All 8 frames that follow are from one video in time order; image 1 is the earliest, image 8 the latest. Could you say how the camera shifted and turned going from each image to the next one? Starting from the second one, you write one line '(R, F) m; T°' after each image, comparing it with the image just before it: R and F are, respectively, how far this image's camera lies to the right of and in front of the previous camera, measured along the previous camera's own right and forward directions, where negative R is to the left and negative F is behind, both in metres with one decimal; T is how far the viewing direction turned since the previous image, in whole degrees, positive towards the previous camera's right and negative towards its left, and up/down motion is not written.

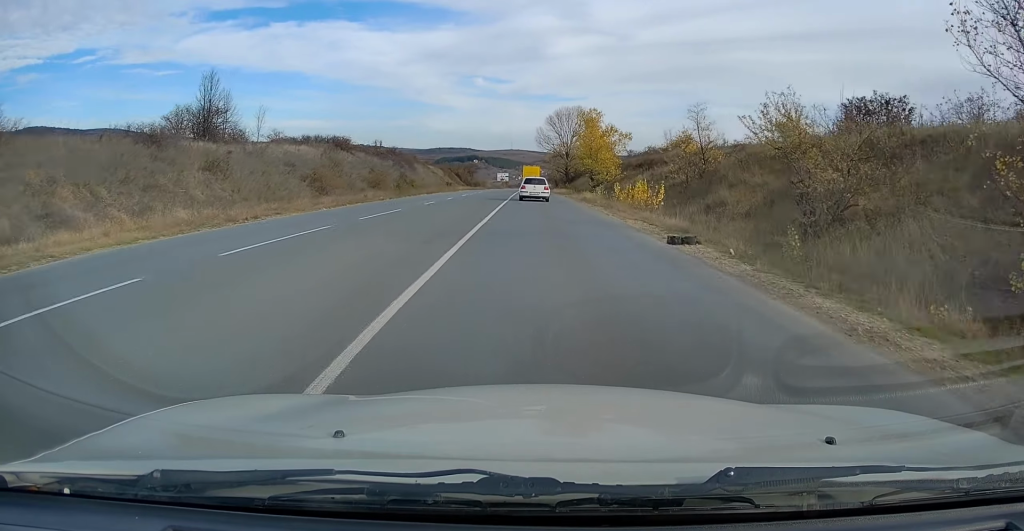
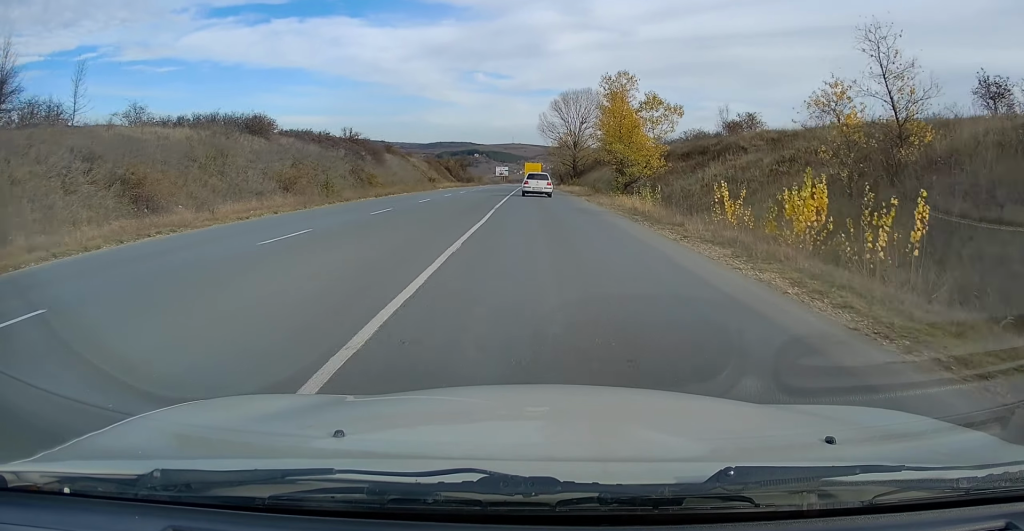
(-0.1, +17.3) m; -1°
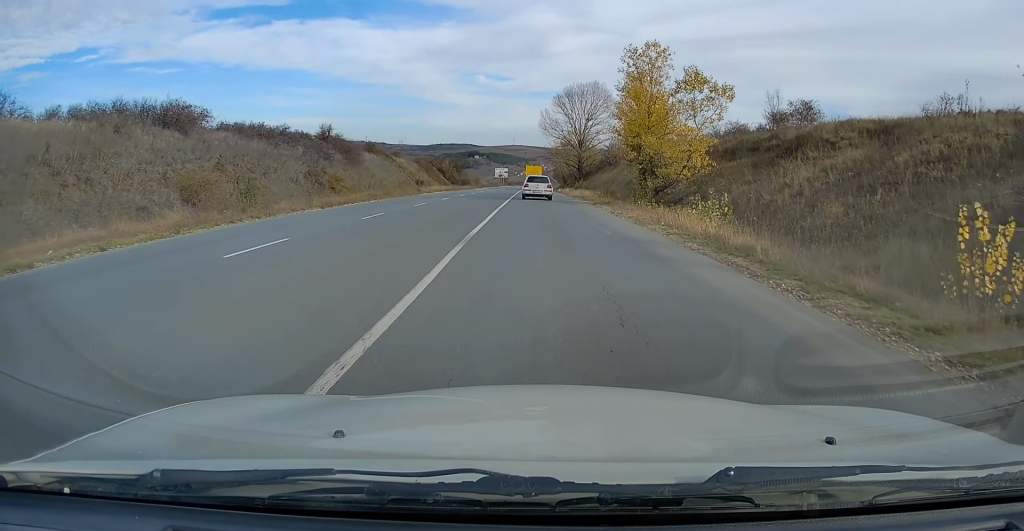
(0.0, +9.0) m; 0°
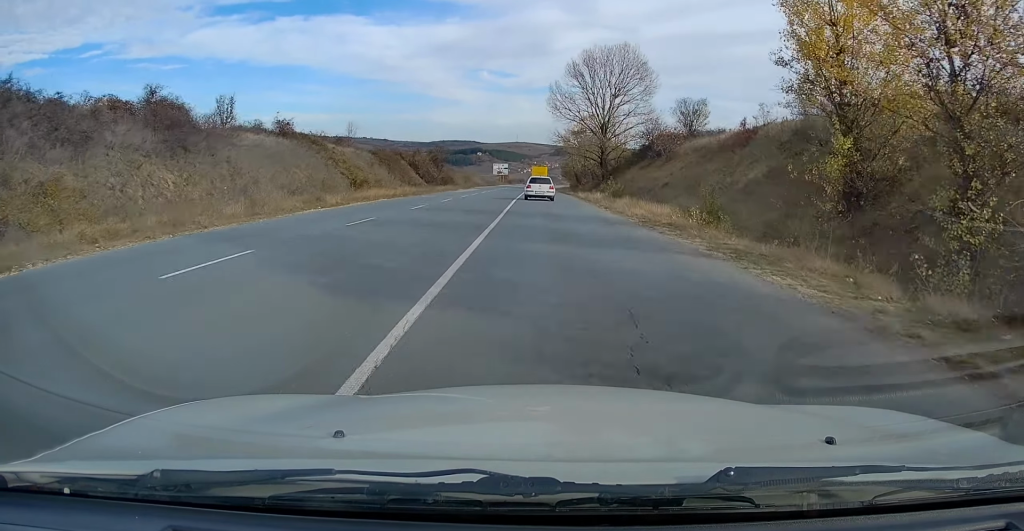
(-0.2, +30.0) m; -1°
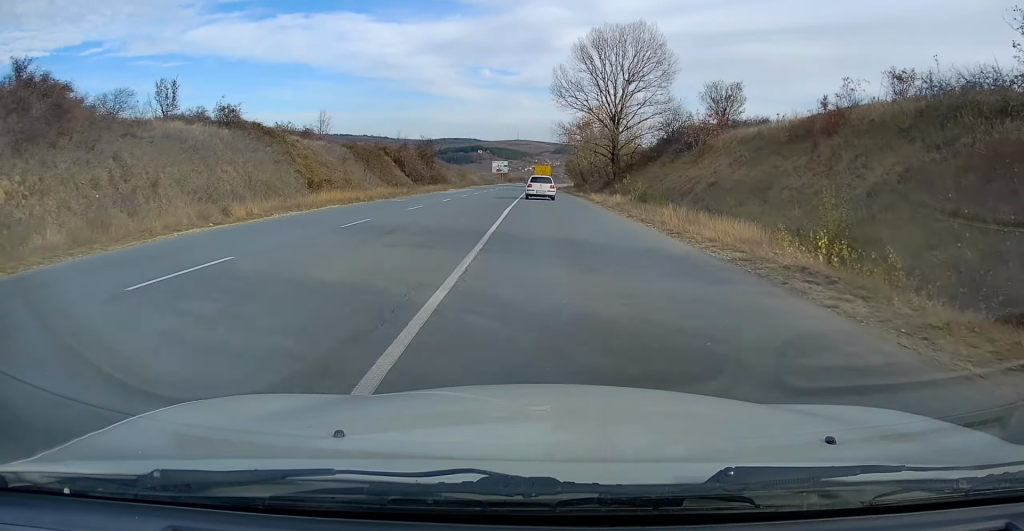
(0.0, +11.5) m; 0°
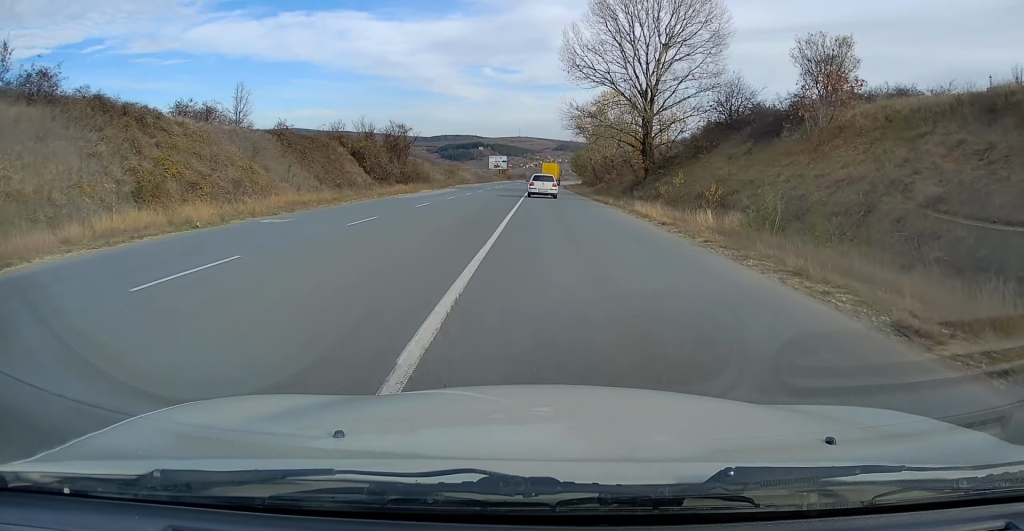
(-0.2, +19.9) m; 0°
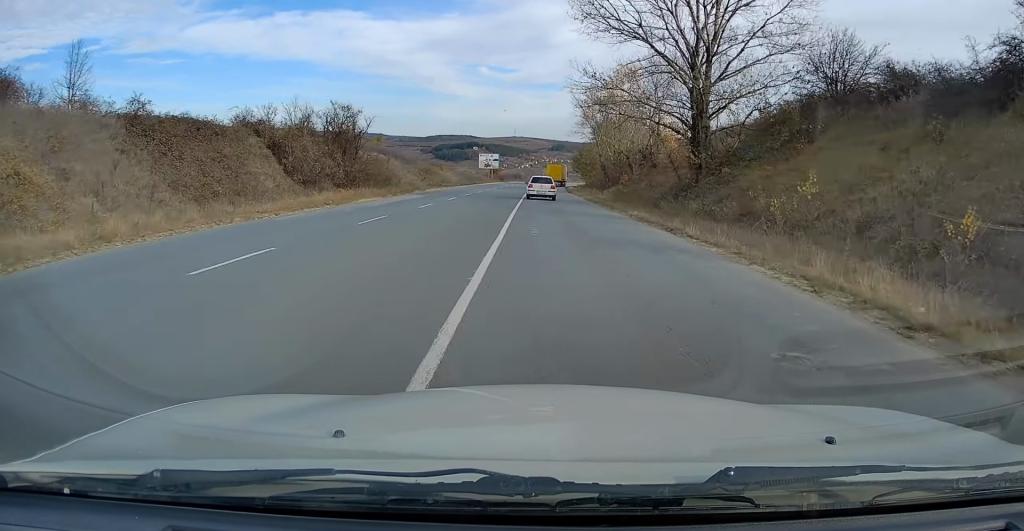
(+0.2, +18.0) m; +1°
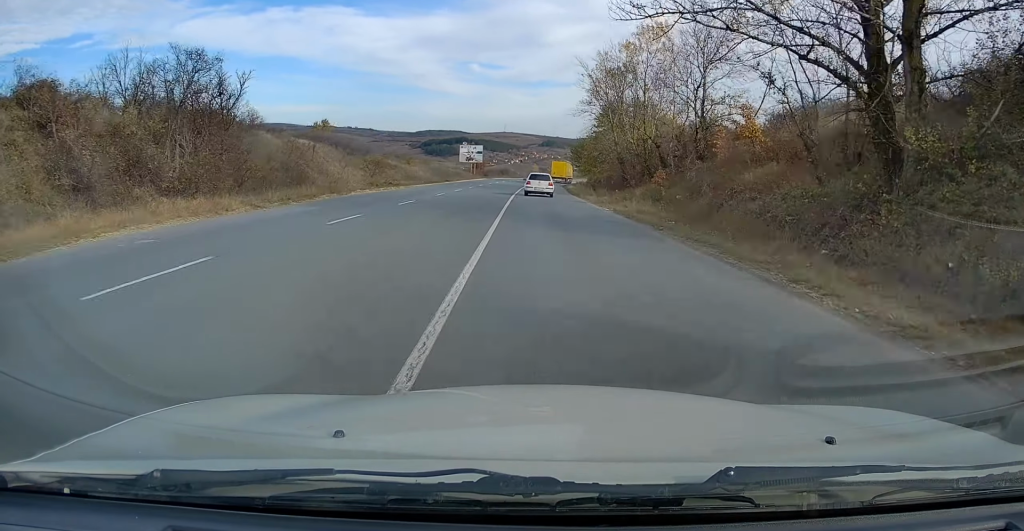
(+0.2, +20.3) m; +1°
